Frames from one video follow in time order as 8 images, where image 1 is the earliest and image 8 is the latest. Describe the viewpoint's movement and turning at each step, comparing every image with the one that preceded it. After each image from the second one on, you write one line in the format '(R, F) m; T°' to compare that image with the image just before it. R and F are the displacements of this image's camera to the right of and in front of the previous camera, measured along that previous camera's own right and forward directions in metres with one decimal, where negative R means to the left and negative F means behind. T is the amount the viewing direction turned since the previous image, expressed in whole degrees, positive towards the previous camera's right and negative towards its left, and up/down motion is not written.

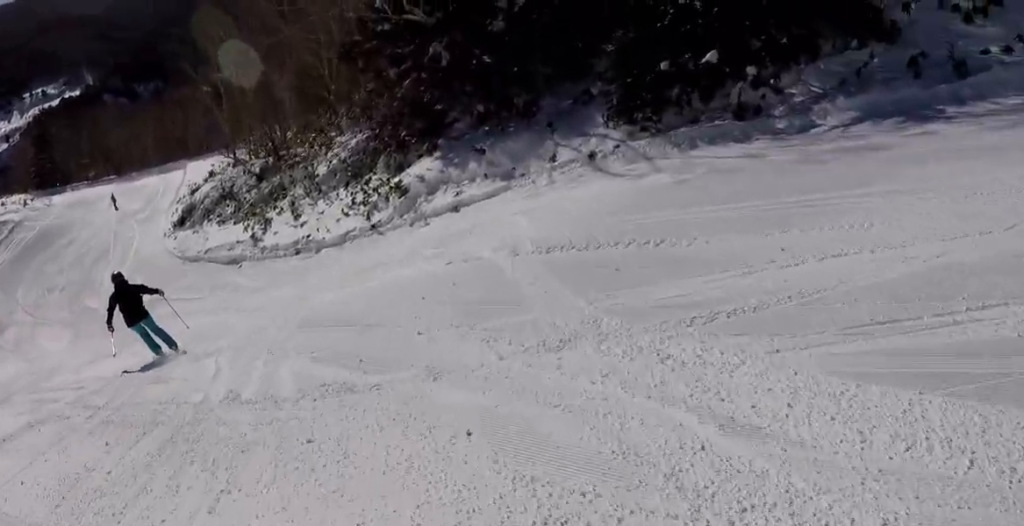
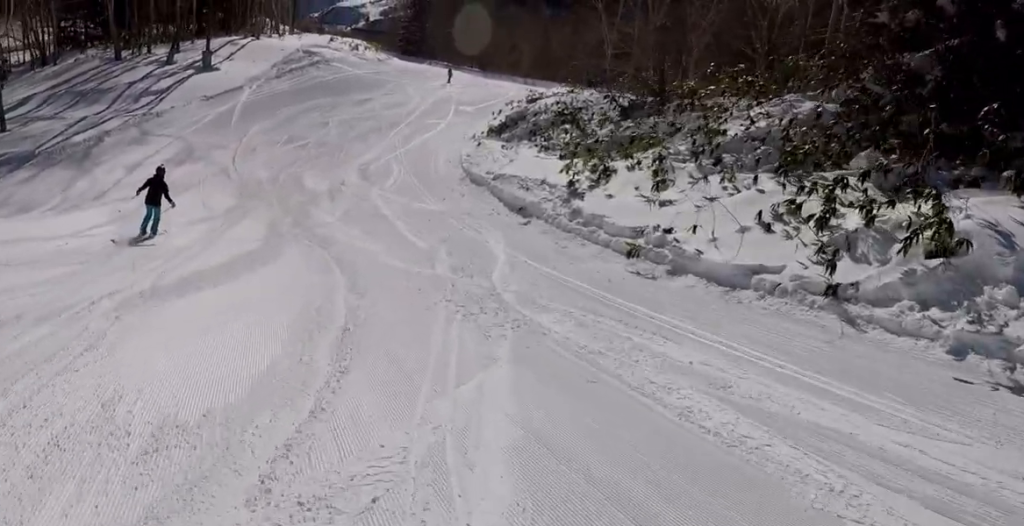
(-3.3, +14.8) m; -28°
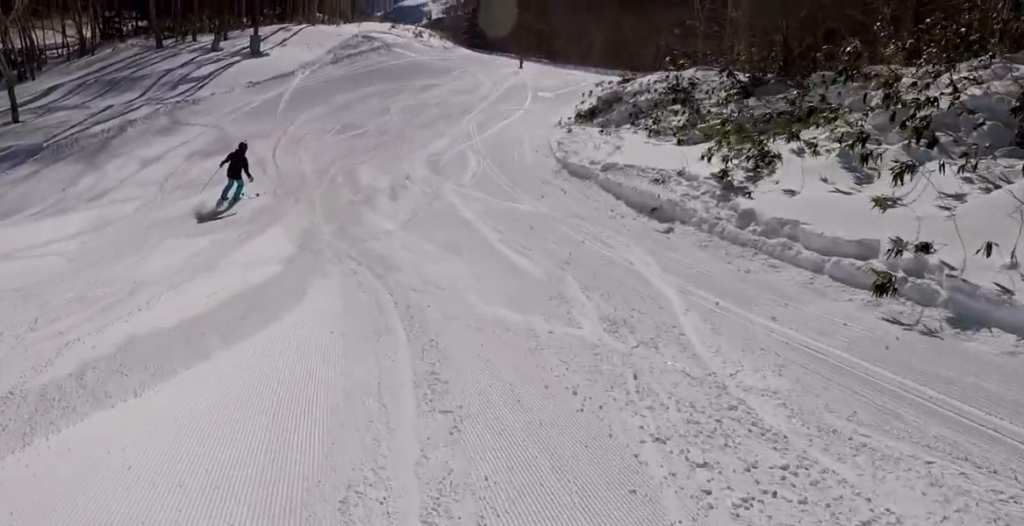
(-0.4, +4.8) m; -6°
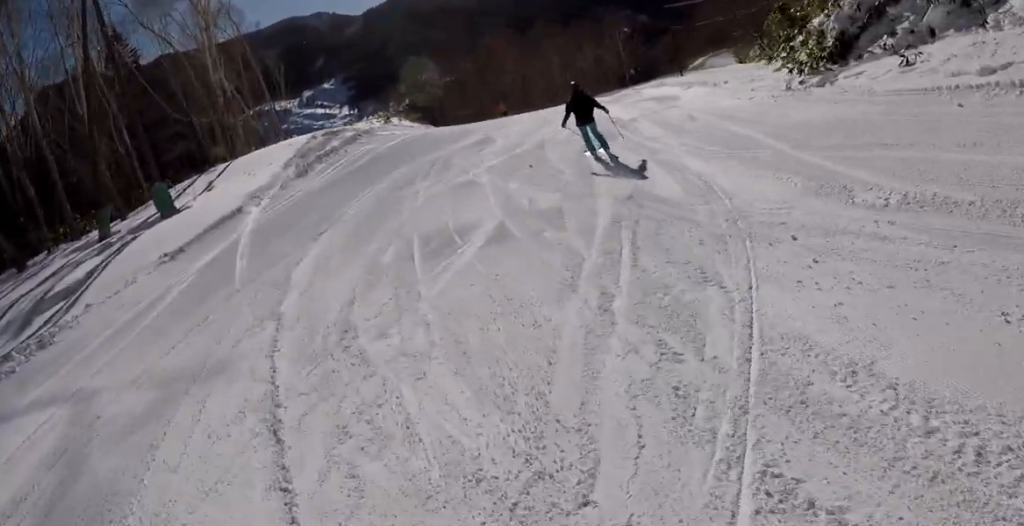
(+2.0, +14.8) m; +24°
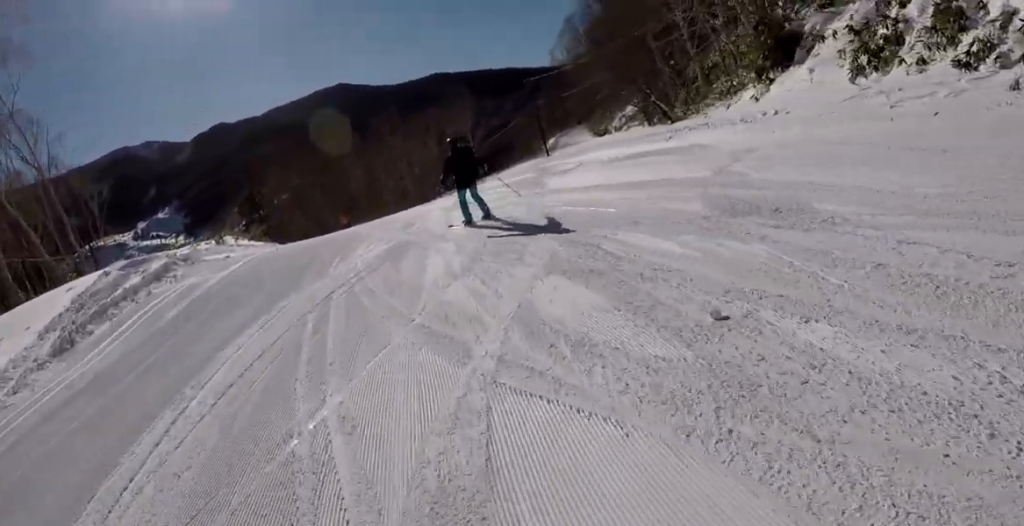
(+1.6, +9.1) m; +12°
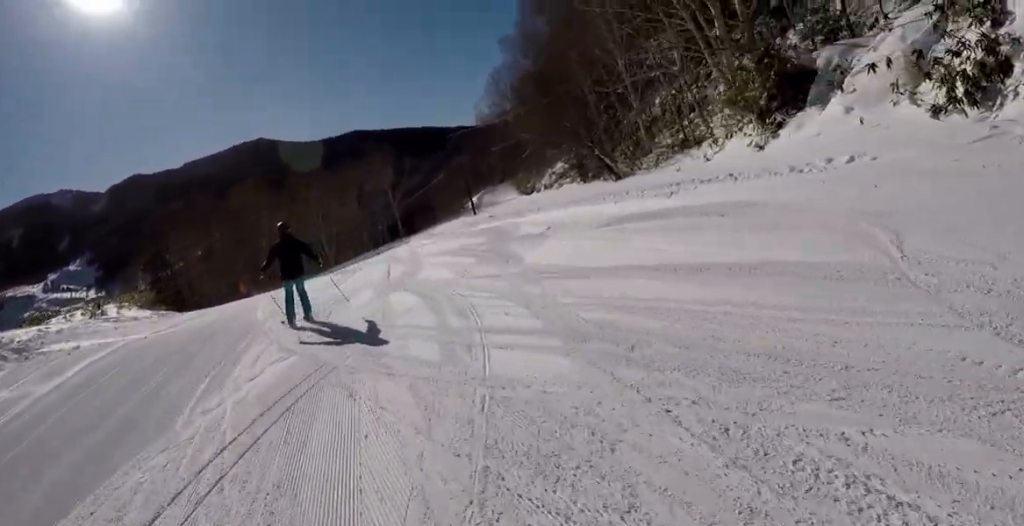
(+0.5, +4.8) m; +2°
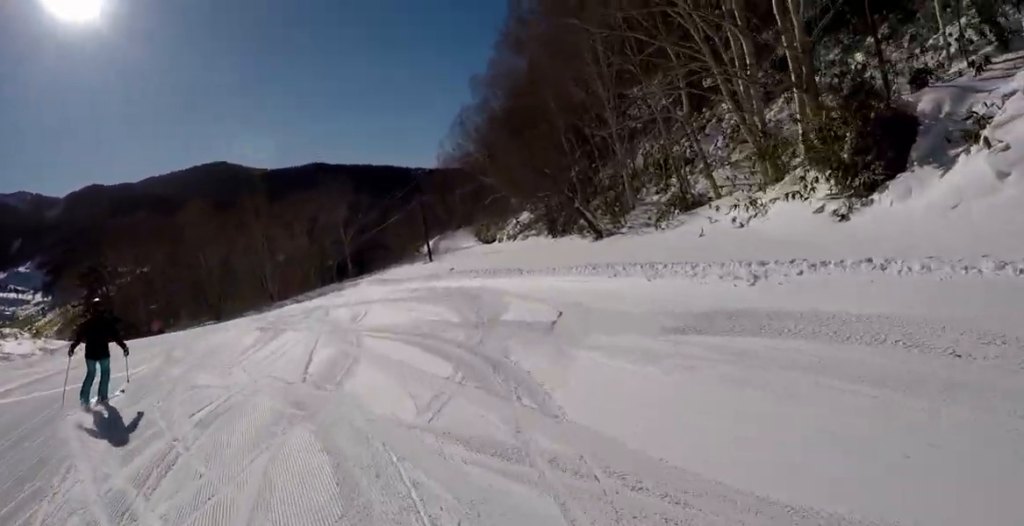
(-0.2, +5.0) m; -1°
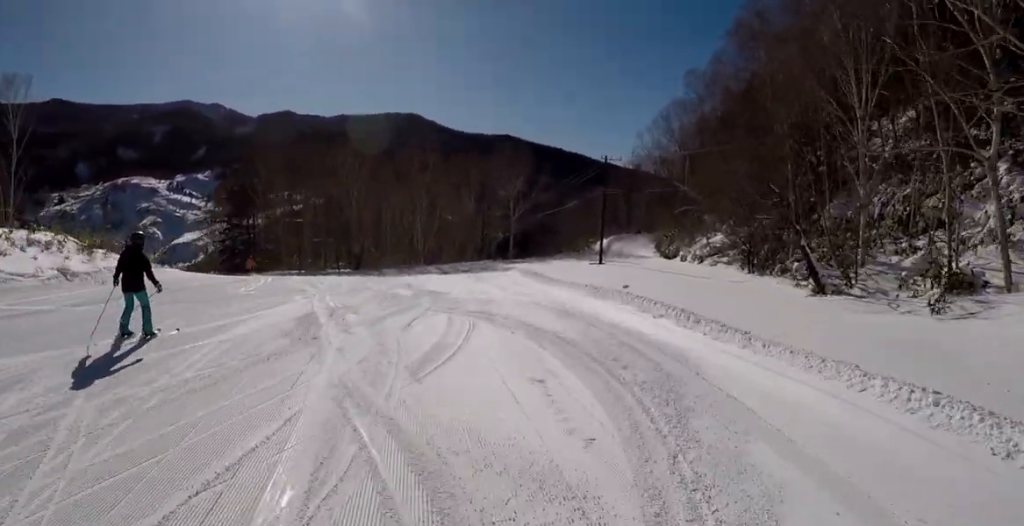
(-0.2, +7.4) m; -7°
